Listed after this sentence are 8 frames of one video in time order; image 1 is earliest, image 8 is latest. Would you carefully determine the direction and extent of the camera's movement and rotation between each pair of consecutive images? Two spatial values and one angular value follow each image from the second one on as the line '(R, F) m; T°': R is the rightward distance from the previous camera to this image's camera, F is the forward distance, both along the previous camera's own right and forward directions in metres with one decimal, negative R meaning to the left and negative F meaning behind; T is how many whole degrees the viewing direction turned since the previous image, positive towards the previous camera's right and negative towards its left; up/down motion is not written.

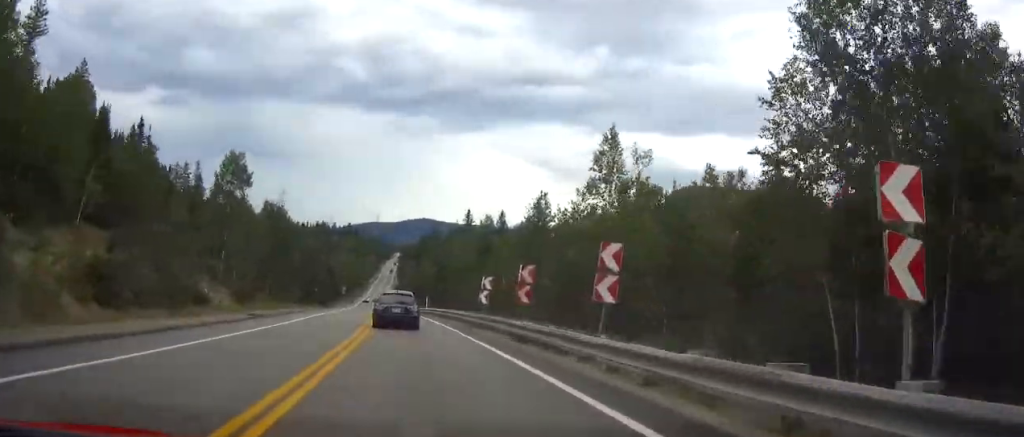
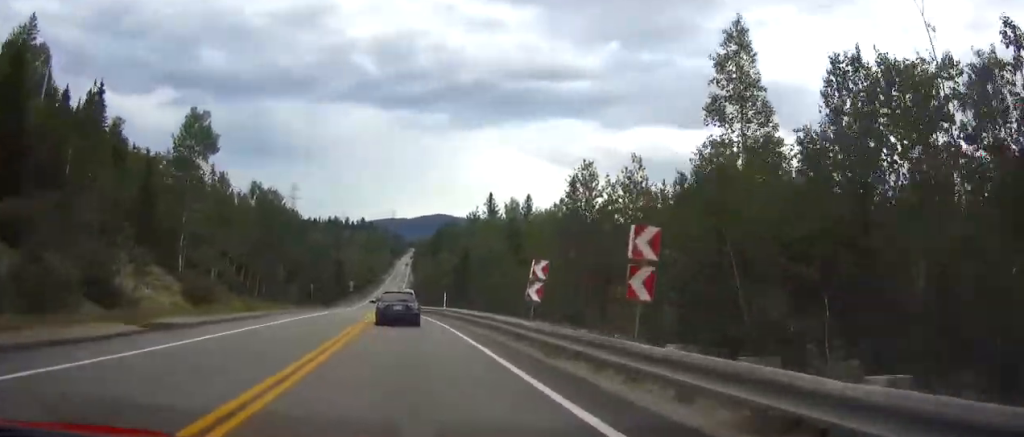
(-0.2, +14.7) m; -2°
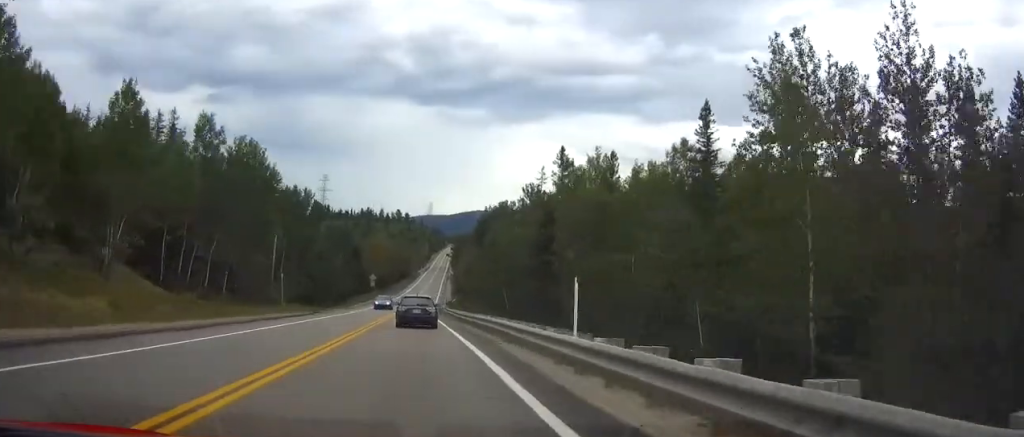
(-0.8, +31.9) m; -2°
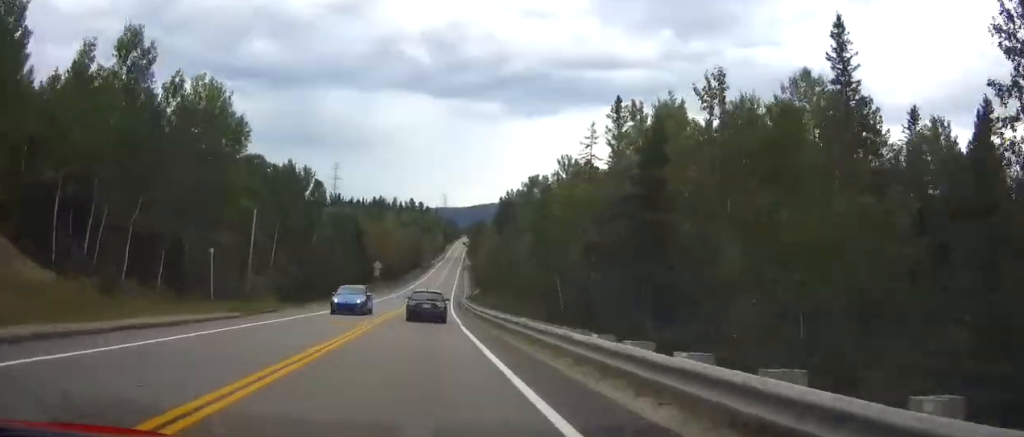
(+0.1, +17.8) m; -1°
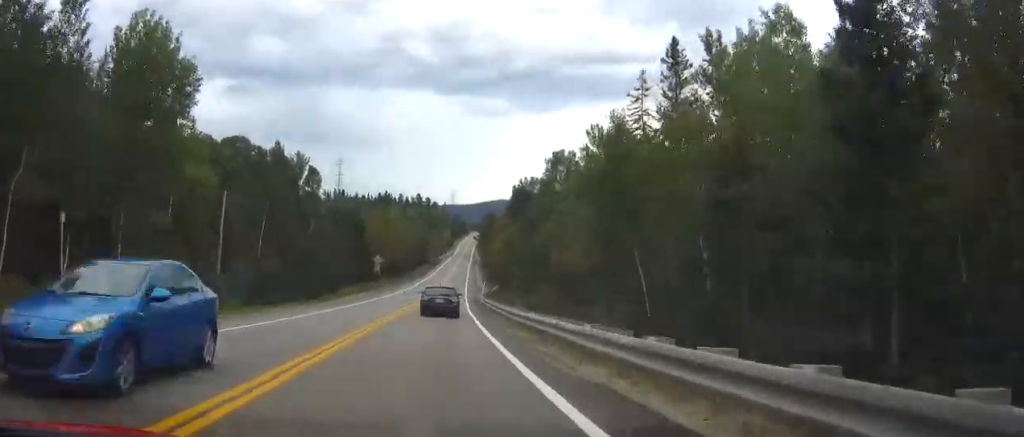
(-0.2, +13.6) m; 0°
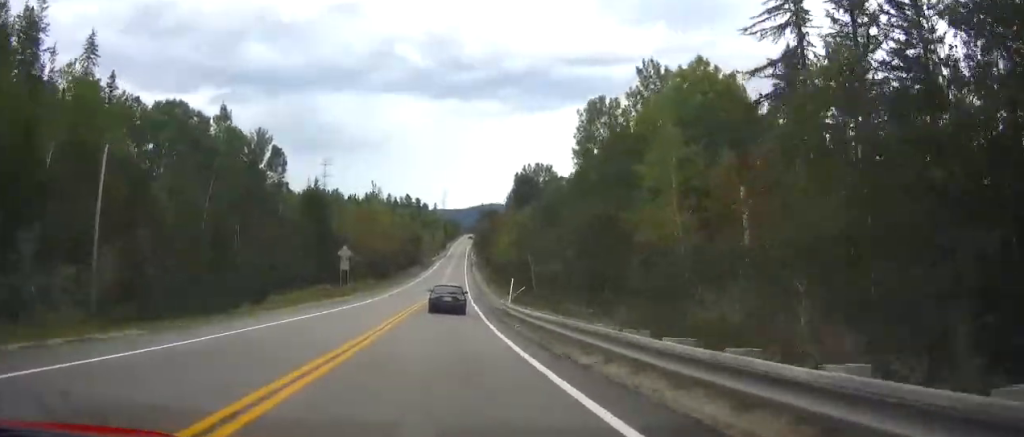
(-0.3, +22.9) m; 0°
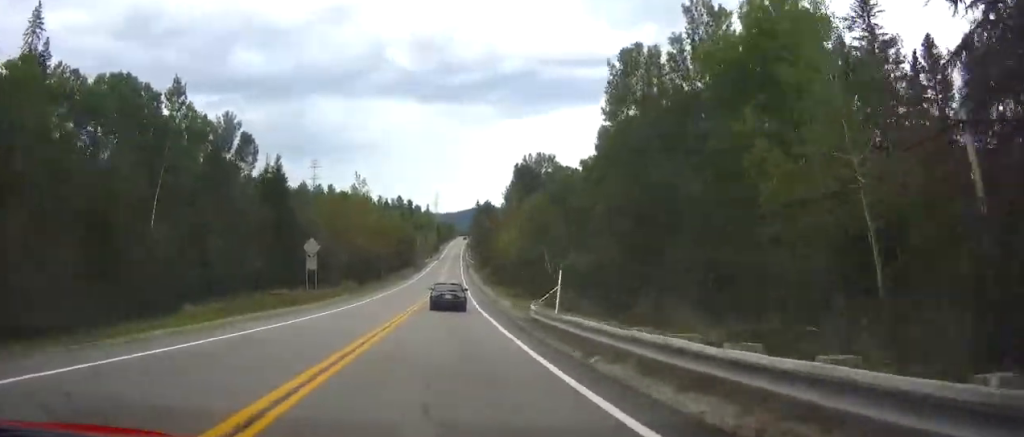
(+0.1, +13.1) m; +1°
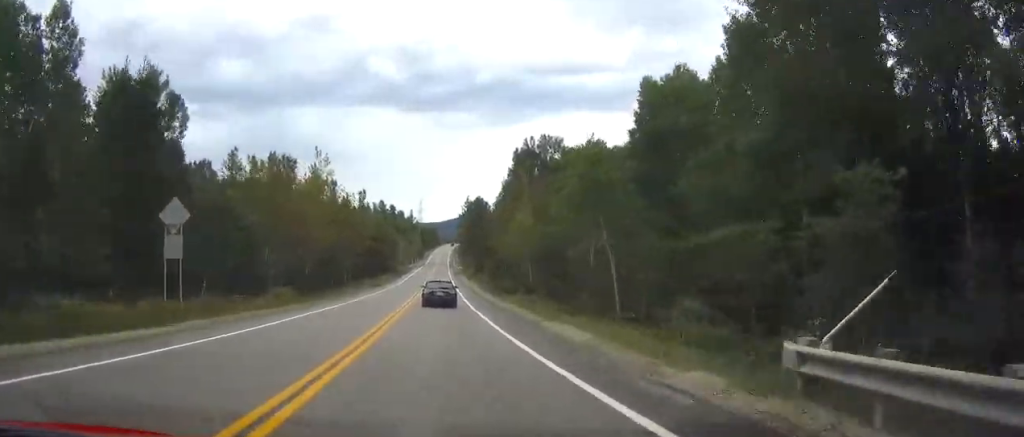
(+0.2, +22.6) m; +1°
